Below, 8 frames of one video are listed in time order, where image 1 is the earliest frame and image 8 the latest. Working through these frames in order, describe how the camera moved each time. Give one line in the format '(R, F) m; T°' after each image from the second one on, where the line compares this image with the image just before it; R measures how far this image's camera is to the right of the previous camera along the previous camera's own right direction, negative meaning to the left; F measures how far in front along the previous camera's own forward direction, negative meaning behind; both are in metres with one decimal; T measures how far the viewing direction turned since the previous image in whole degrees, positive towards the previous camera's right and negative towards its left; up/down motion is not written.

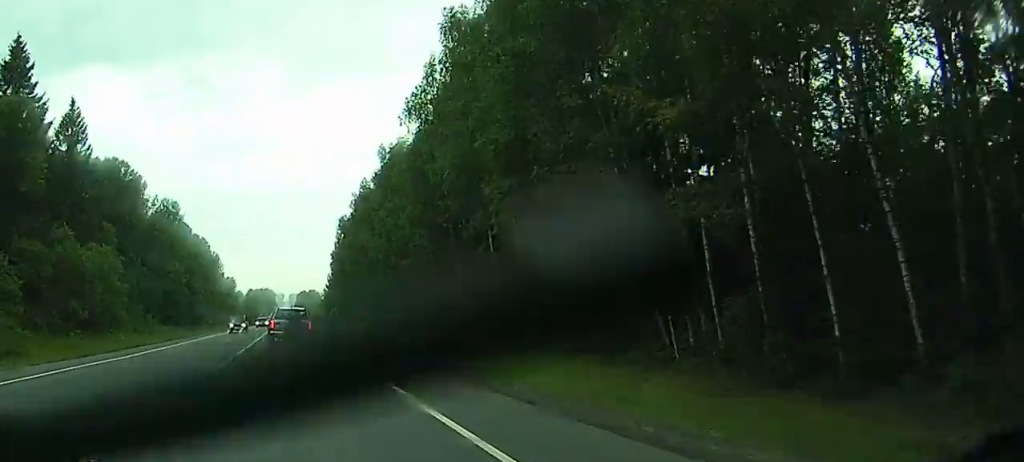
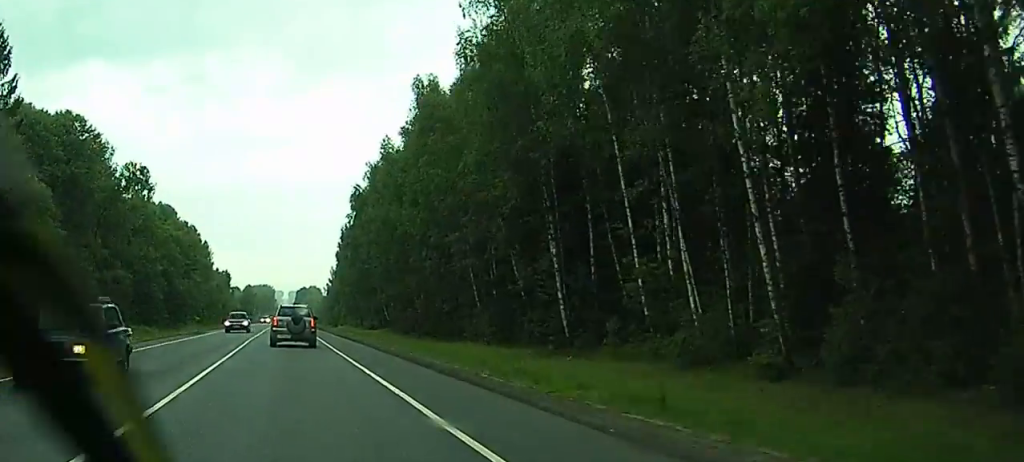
(0.0, +30.5) m; 0°
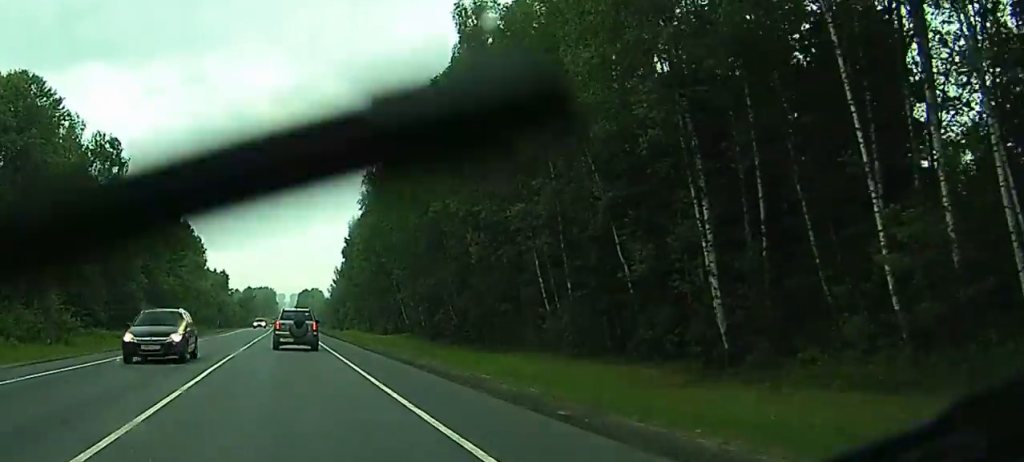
(+0.1, +19.8) m; +1°
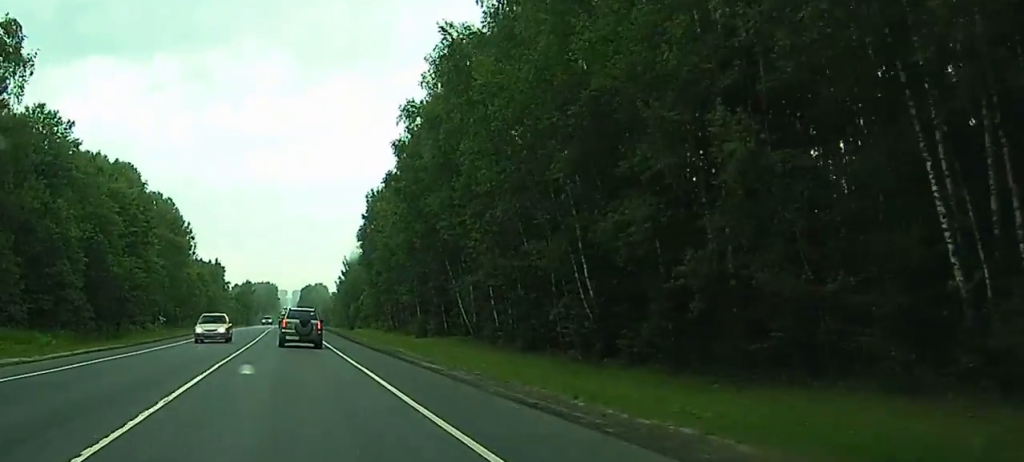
(+0.2, +36.6) m; 0°
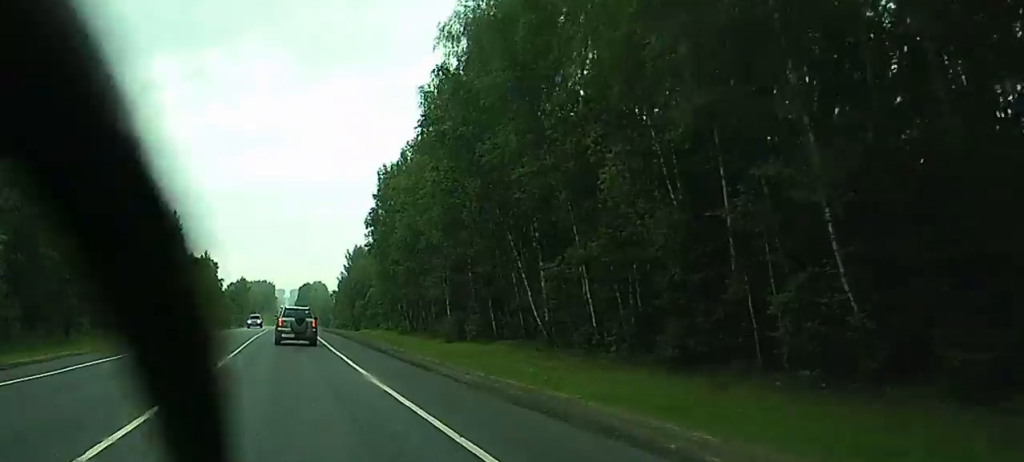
(-0.1, +22.9) m; -1°
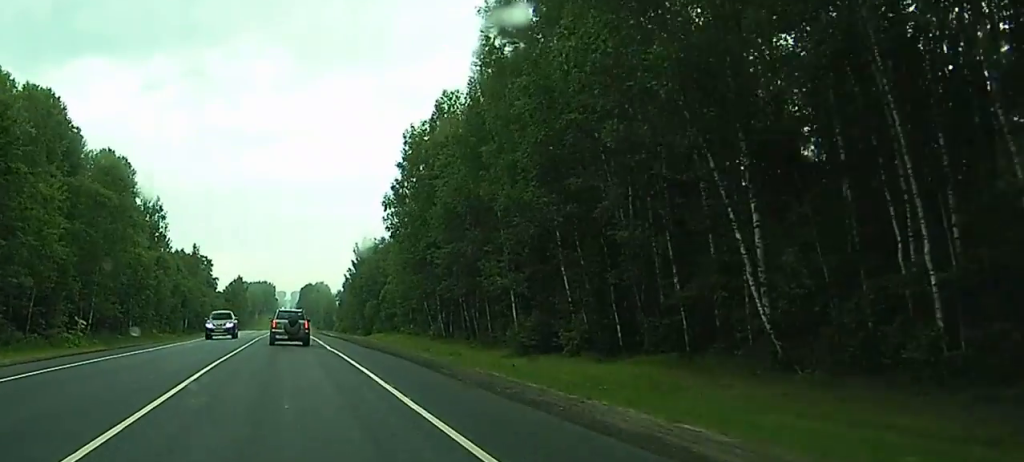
(-0.2, +26.8) m; -1°
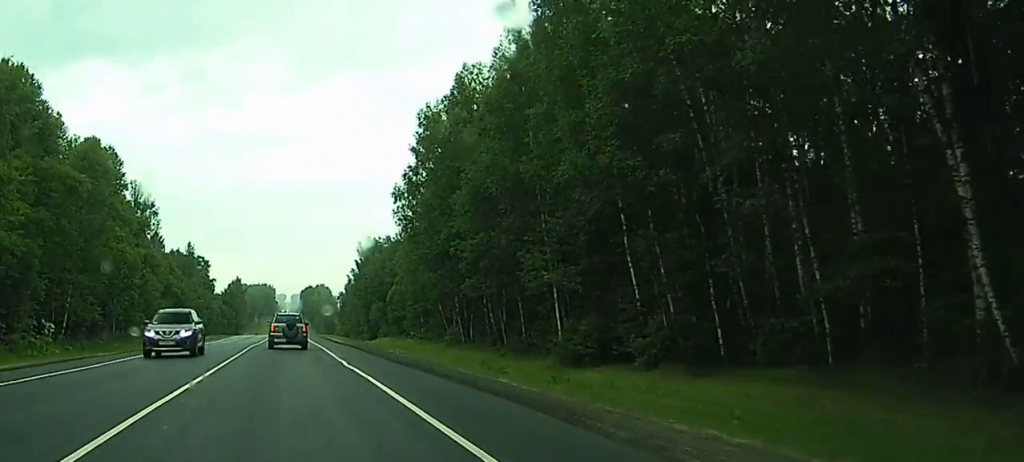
(0.0, +10.7) m; 0°
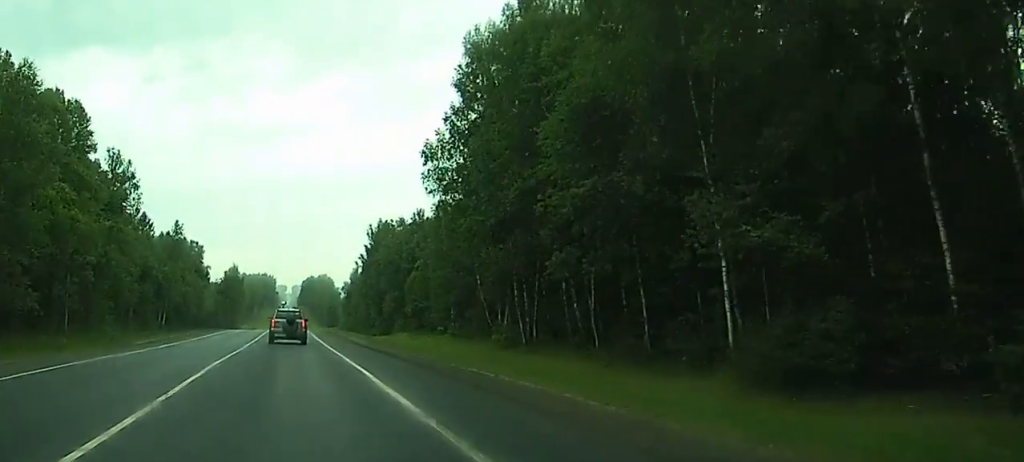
(0.0, +22.3) m; 0°
